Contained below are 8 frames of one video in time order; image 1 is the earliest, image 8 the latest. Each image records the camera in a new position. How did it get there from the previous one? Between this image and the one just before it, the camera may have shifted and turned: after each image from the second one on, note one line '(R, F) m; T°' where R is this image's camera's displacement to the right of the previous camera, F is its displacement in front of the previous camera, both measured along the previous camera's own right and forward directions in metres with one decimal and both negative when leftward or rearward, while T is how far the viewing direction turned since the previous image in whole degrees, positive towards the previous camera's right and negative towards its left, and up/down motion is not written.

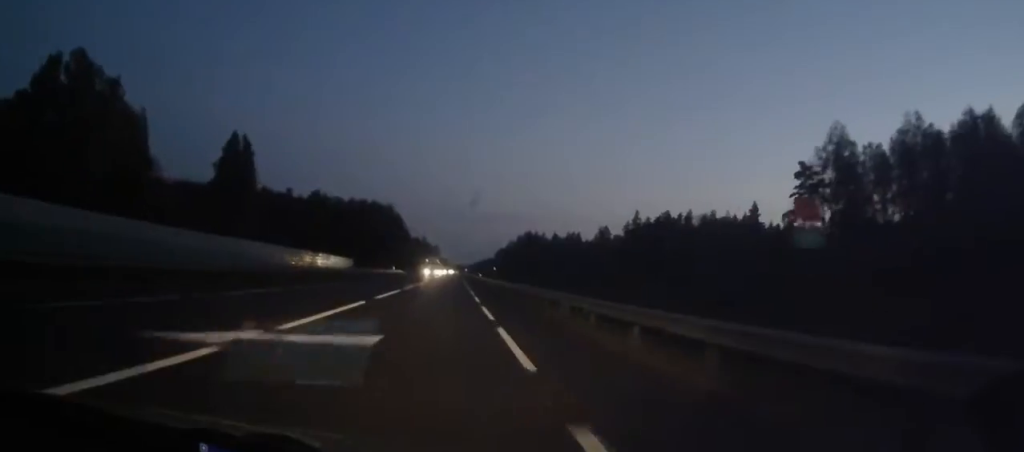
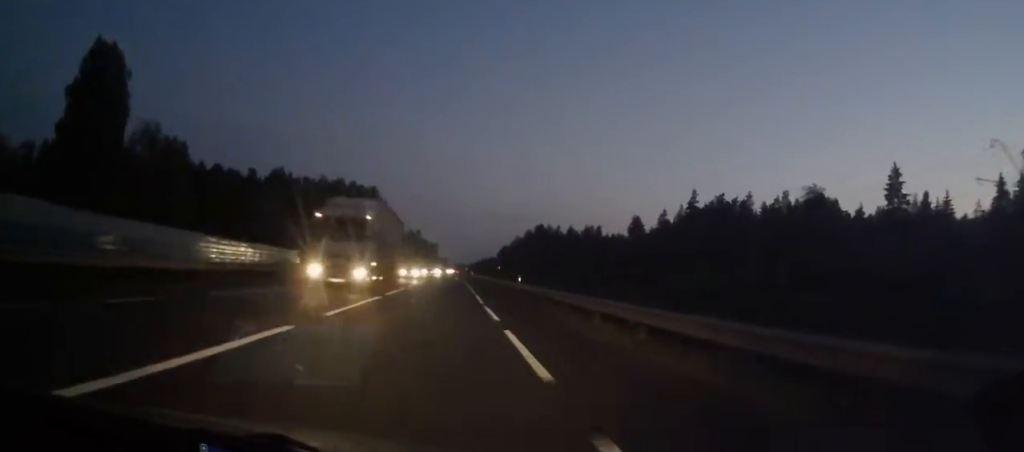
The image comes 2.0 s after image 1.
(0.0, +55.6) m; 0°
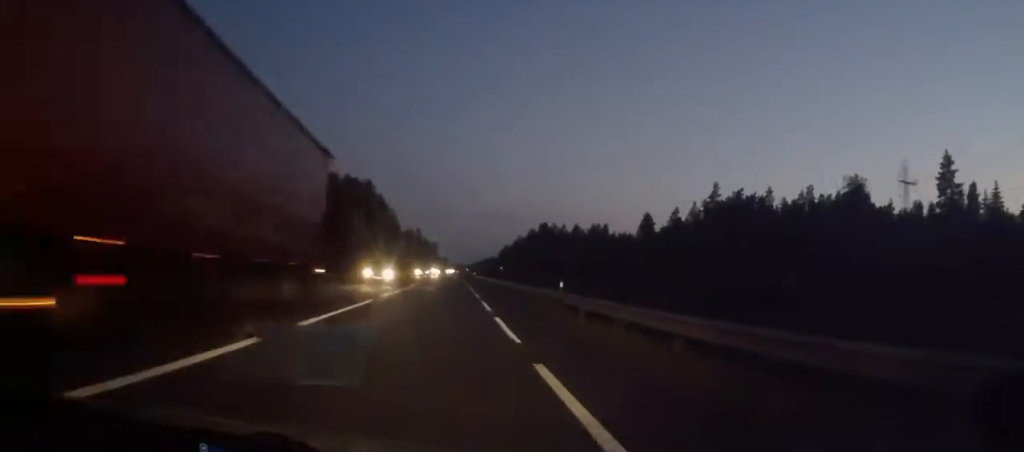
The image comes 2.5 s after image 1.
(0.0, +13.7) m; 0°
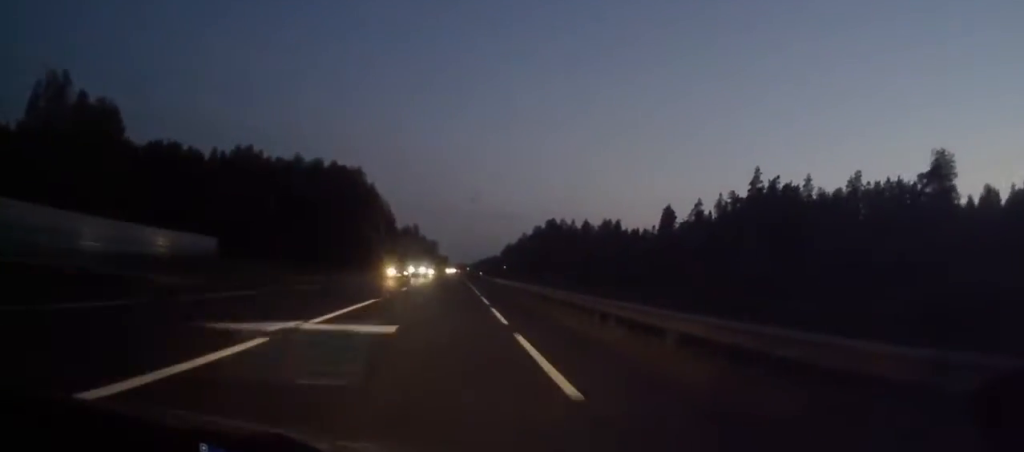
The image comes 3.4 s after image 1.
(0.0, +23.0) m; 0°
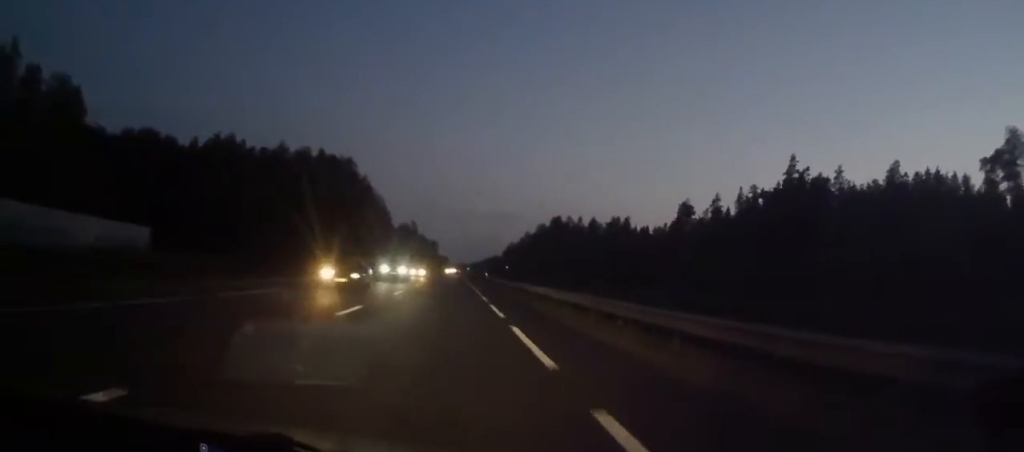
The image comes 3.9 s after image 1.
(0.0, +15.7) m; 0°
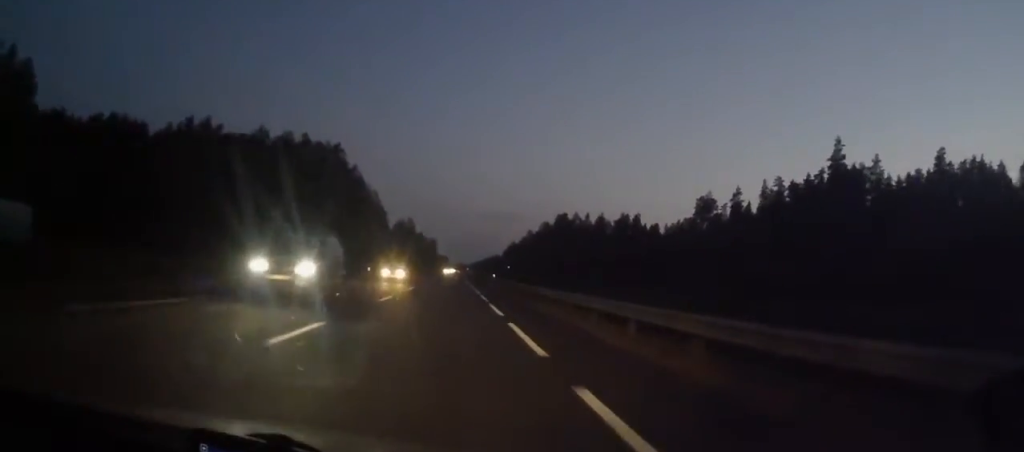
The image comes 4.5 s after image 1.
(0.0, +16.8) m; 0°
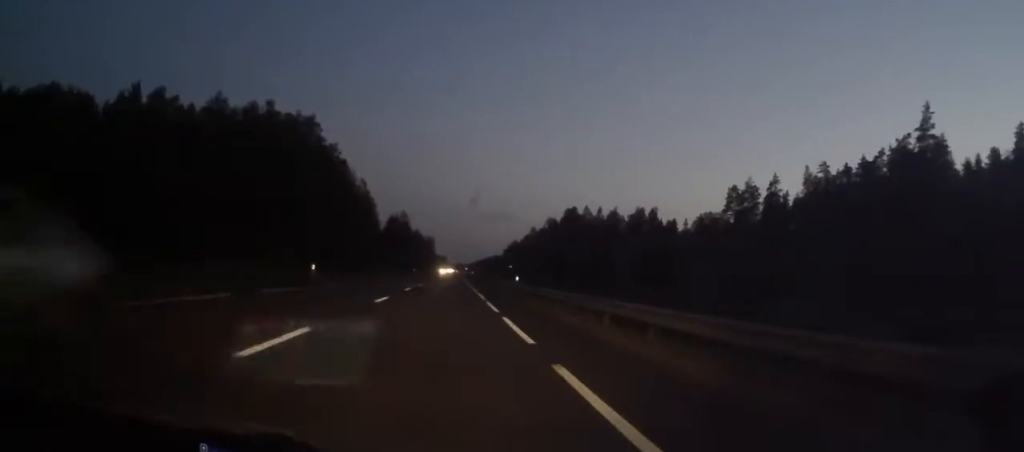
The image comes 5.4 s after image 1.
(+0.1, +25.2) m; 0°
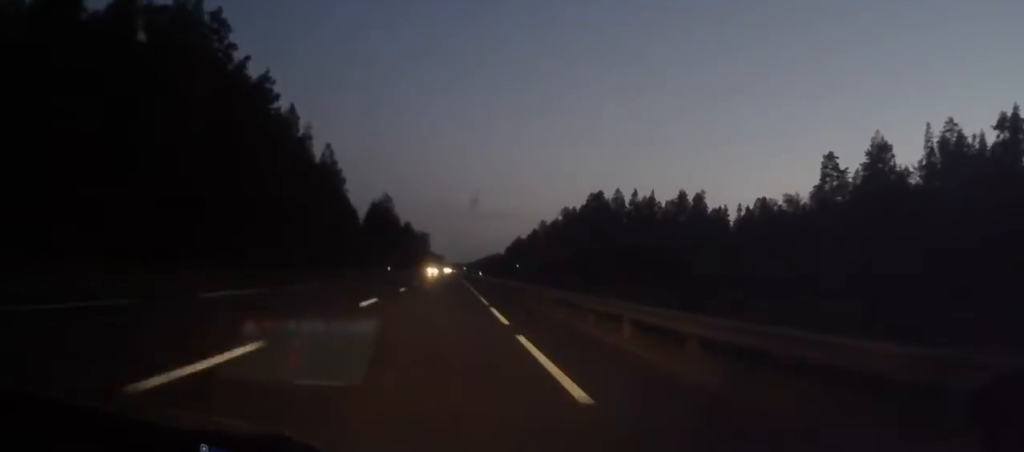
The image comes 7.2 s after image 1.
(-0.1, +49.9) m; 0°
